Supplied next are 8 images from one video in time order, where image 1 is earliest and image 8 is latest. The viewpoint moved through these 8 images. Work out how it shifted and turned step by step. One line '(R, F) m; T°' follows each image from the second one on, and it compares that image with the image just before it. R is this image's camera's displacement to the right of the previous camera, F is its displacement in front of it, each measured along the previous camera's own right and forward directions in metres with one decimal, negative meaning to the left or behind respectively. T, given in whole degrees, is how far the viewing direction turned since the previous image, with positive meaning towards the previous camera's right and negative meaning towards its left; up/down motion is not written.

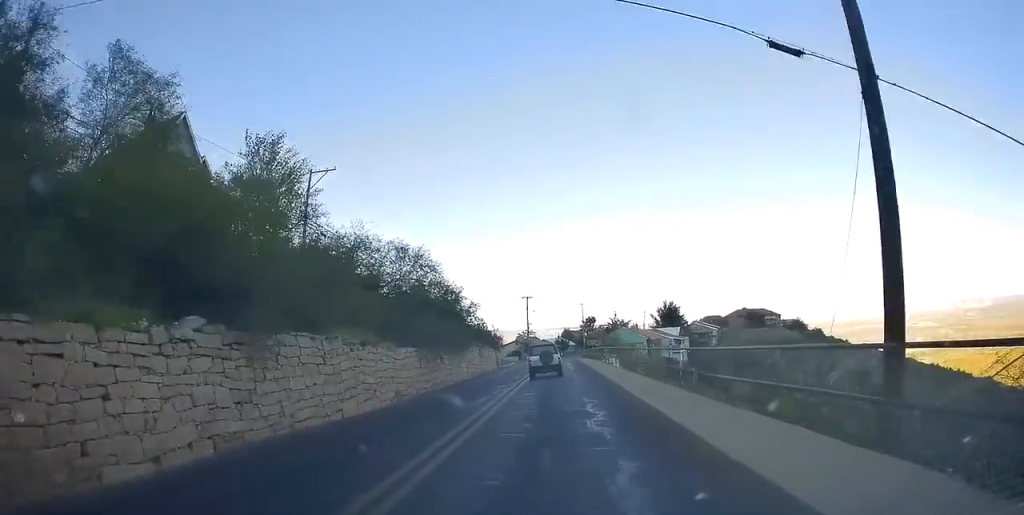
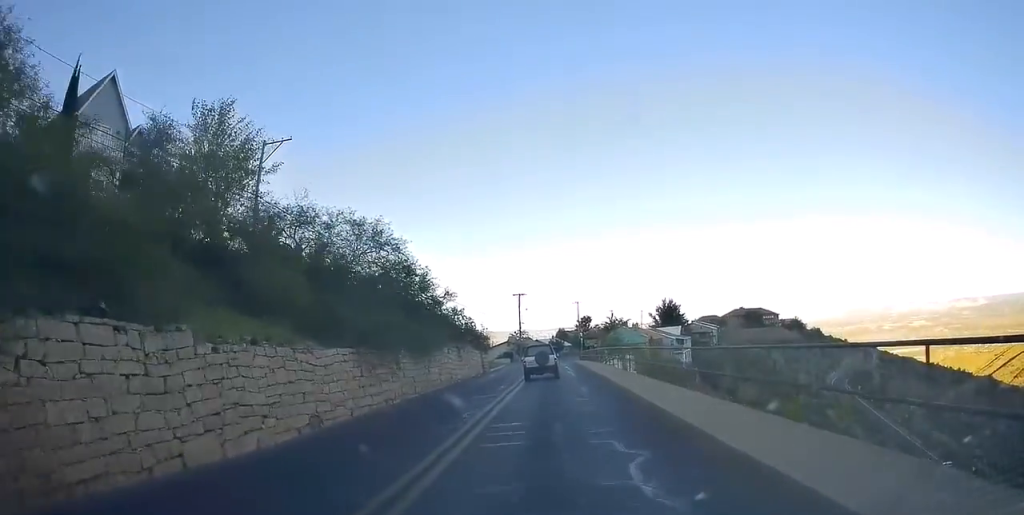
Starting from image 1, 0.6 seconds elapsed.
(-0.2, +7.8) m; 0°
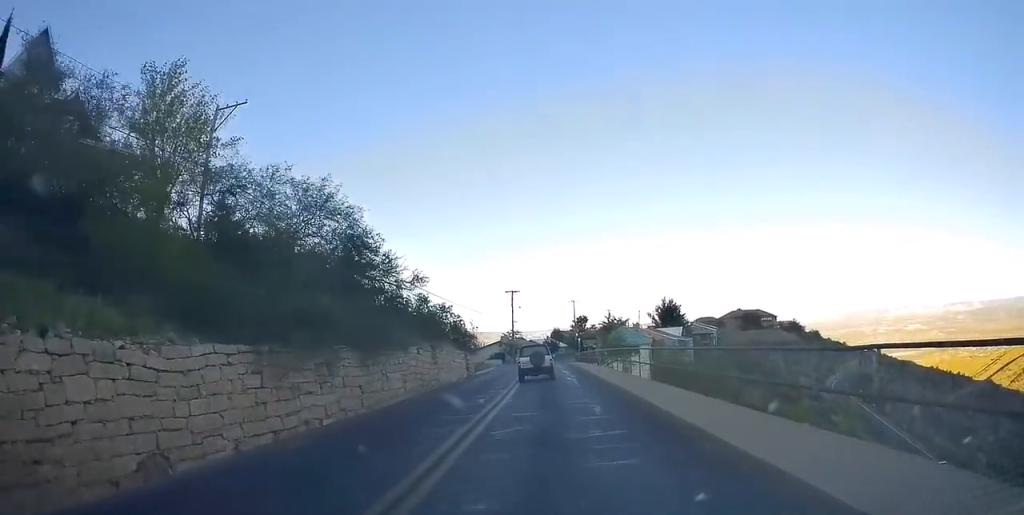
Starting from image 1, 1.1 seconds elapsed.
(+0.1, +6.4) m; 0°
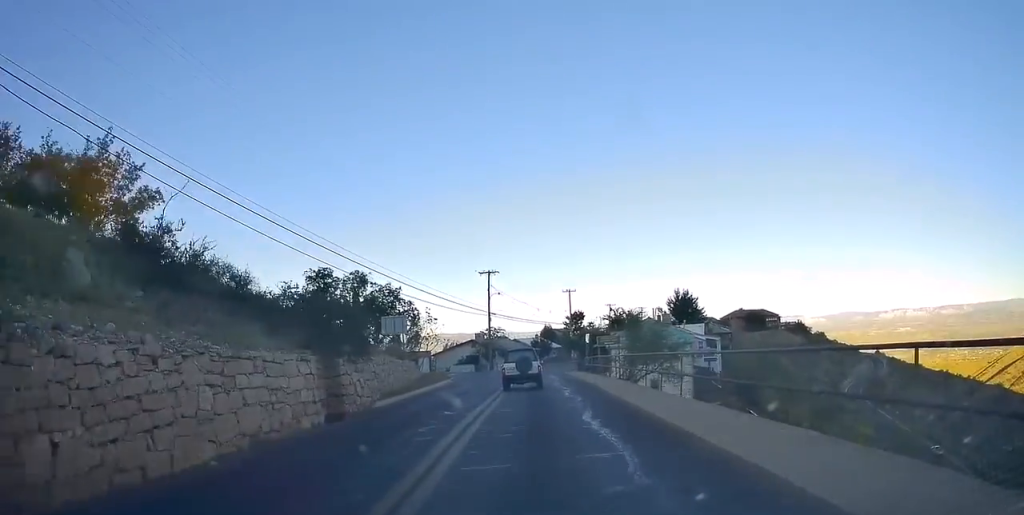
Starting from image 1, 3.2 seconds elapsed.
(+0.5, +25.8) m; +4°
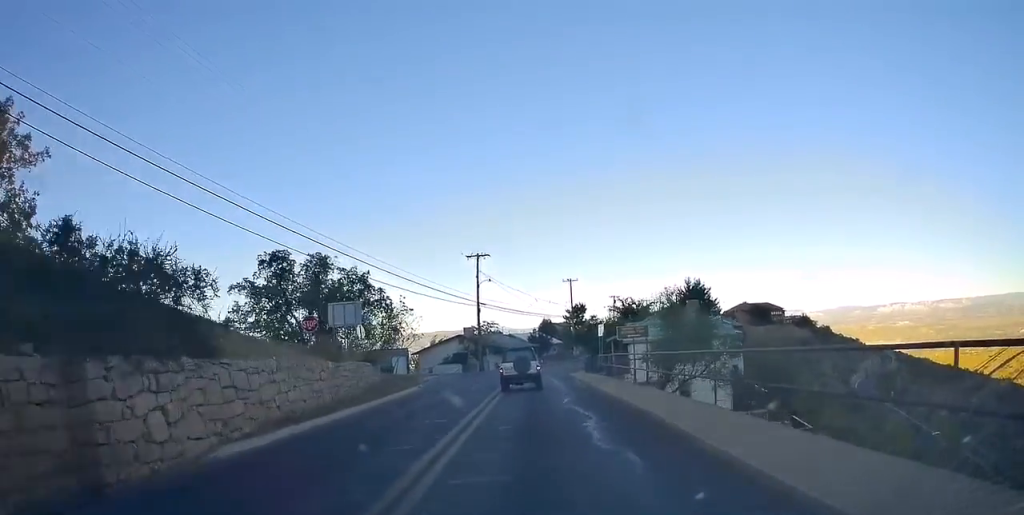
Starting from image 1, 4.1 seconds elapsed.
(+0.3, +10.5) m; +1°
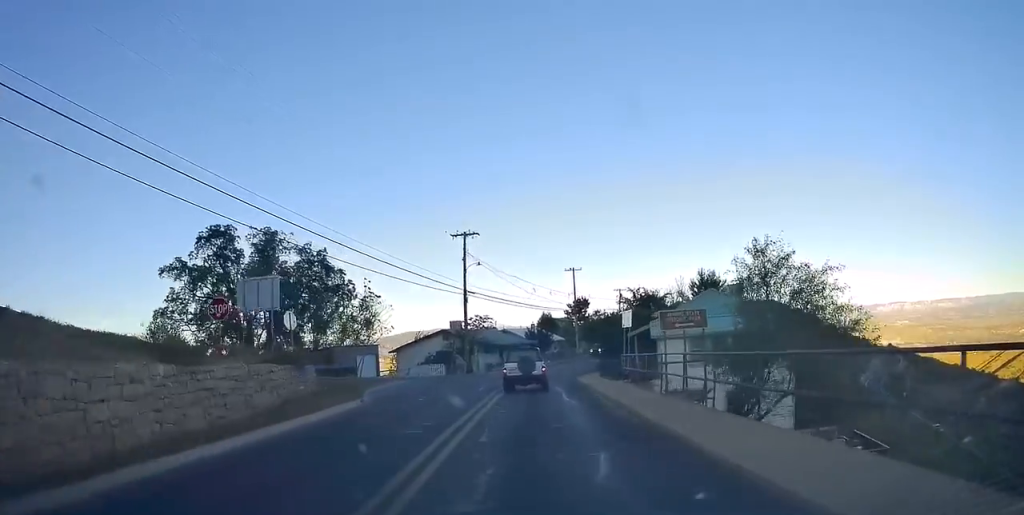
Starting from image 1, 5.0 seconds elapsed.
(-0.3, +9.9) m; 0°
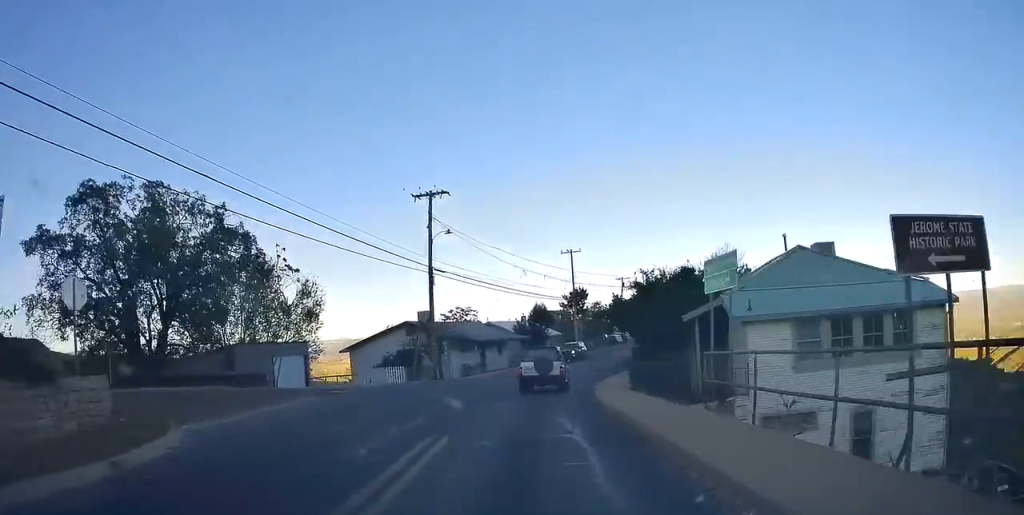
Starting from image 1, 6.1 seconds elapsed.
(+0.3, +12.8) m; 0°
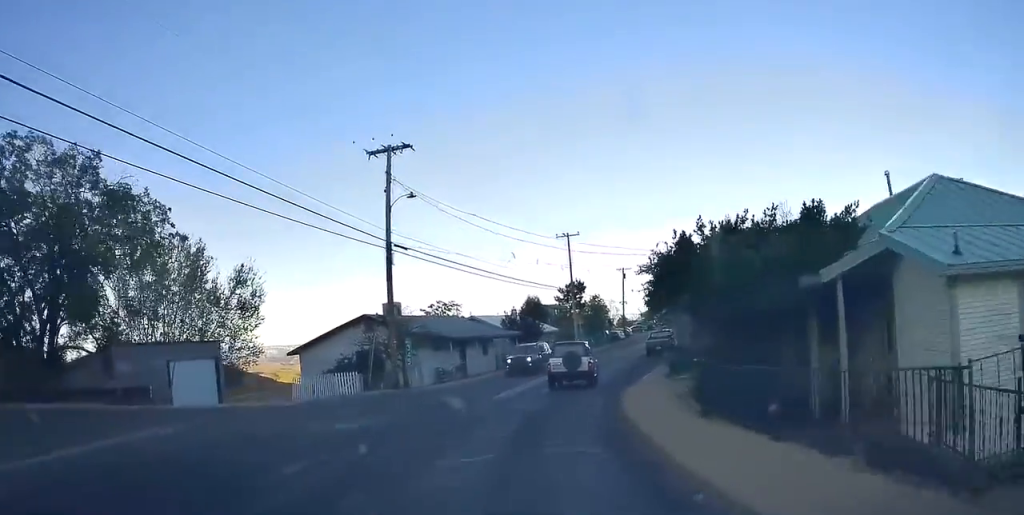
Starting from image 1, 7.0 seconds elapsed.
(-0.3, +9.3) m; +1°
